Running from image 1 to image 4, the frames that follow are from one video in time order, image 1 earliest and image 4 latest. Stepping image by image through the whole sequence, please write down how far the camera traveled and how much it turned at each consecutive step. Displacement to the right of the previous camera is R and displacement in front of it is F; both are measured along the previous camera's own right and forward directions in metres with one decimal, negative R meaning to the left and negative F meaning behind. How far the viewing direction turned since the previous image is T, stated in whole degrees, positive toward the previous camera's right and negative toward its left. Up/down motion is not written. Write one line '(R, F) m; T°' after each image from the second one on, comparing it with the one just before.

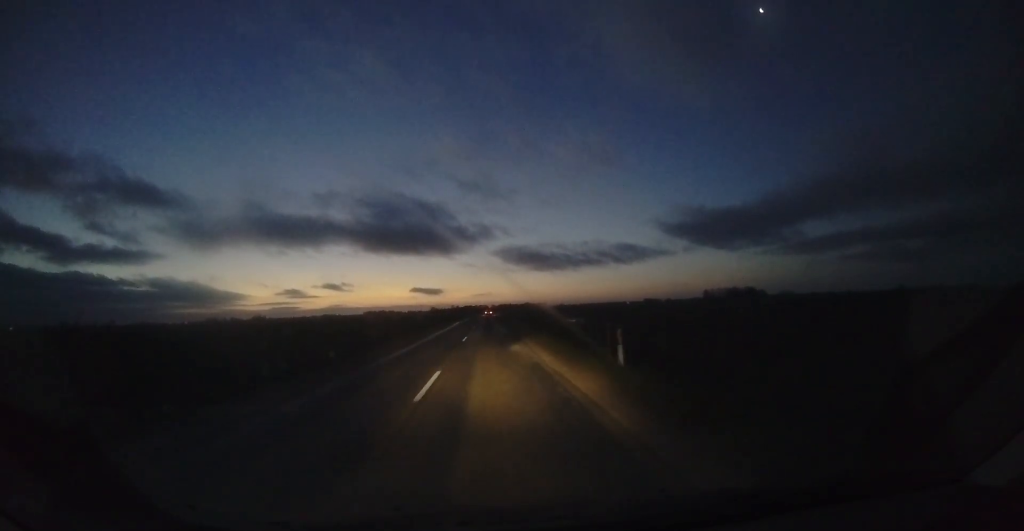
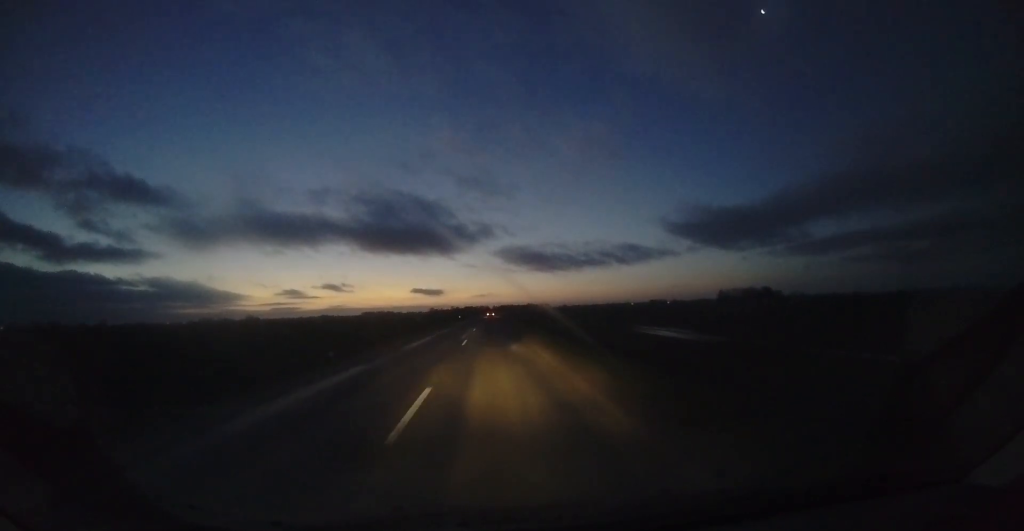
(-0.5, +37.5) m; 0°
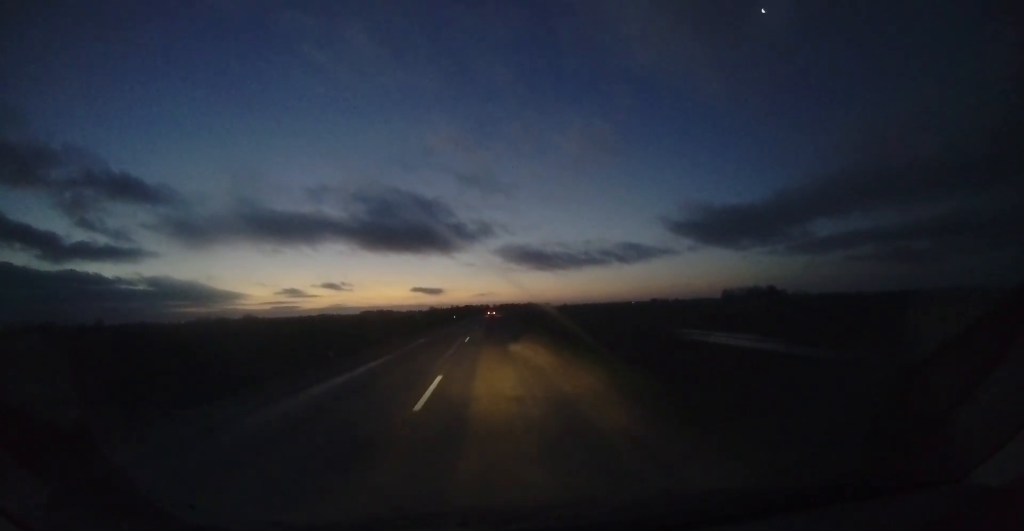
(+0.1, +10.6) m; 0°
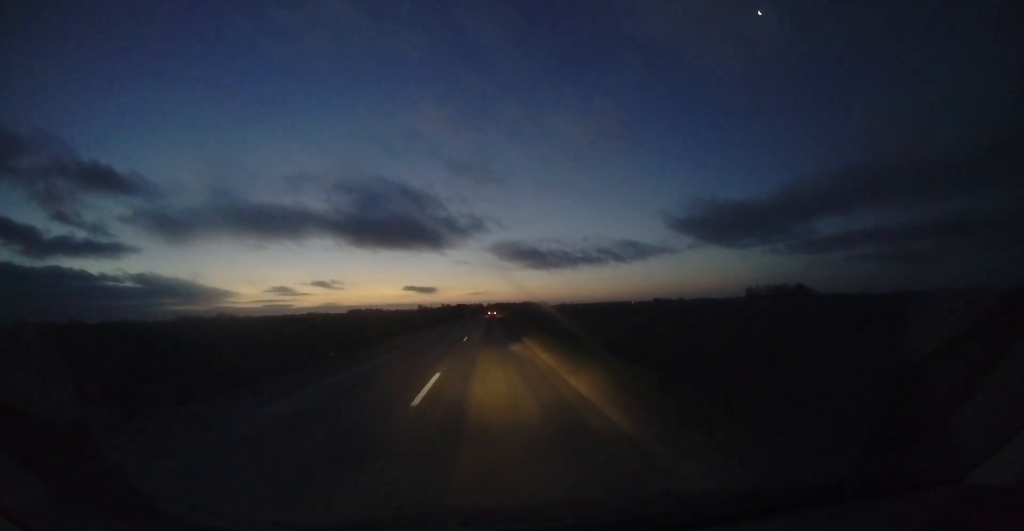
(+0.6, +72.2) m; +1°
